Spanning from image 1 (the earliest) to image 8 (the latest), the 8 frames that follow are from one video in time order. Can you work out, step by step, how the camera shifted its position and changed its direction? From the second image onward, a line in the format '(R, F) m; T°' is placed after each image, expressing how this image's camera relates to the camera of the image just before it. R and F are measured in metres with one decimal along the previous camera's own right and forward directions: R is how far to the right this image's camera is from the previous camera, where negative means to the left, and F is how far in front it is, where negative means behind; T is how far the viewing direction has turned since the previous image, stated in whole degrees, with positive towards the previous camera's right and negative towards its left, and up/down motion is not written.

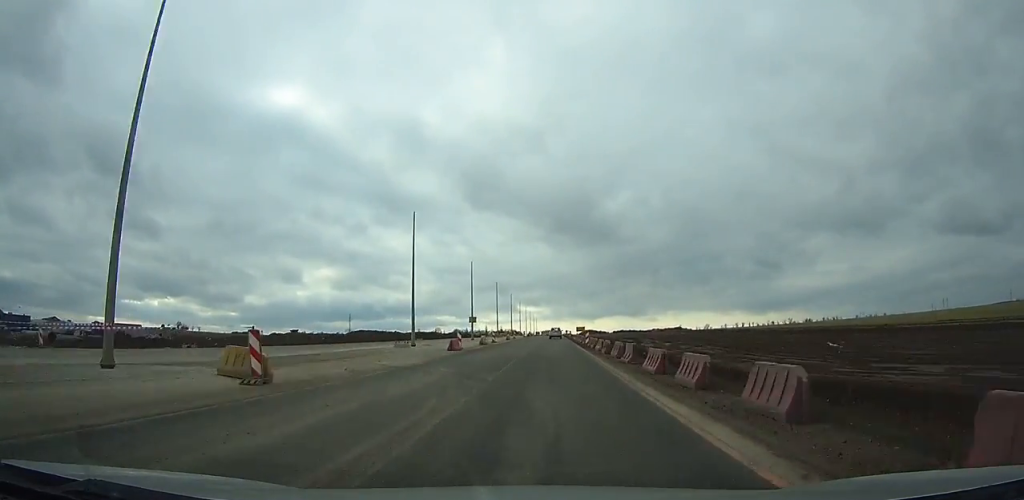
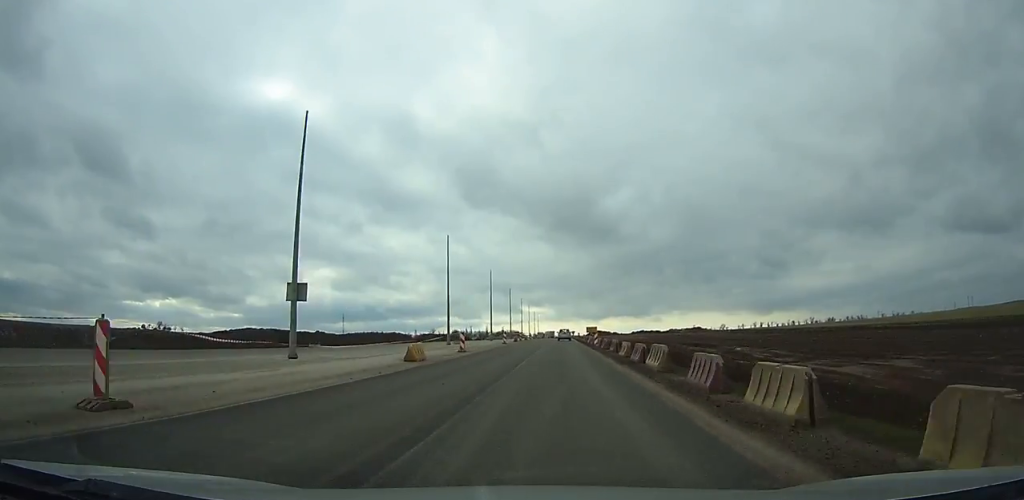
(-0.1, +52.9) m; 0°
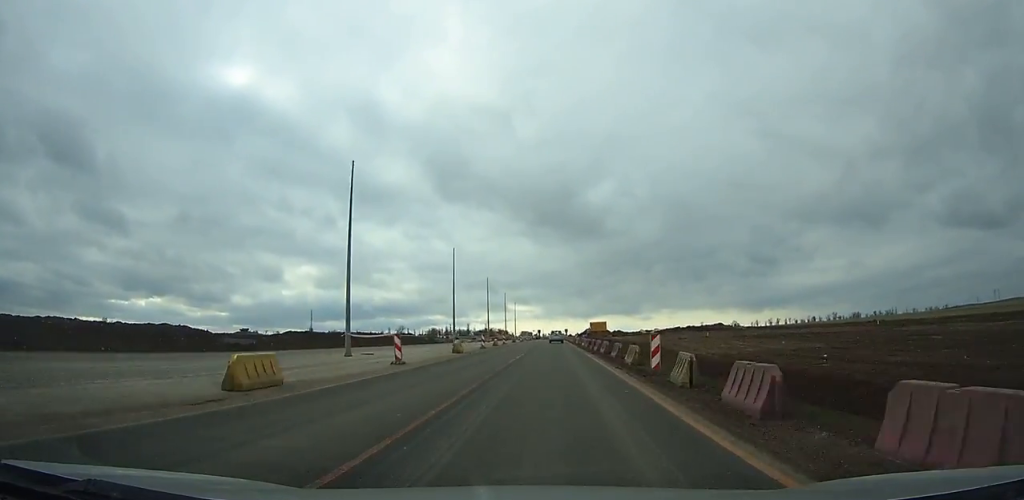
(+0.6, +88.8) m; +1°
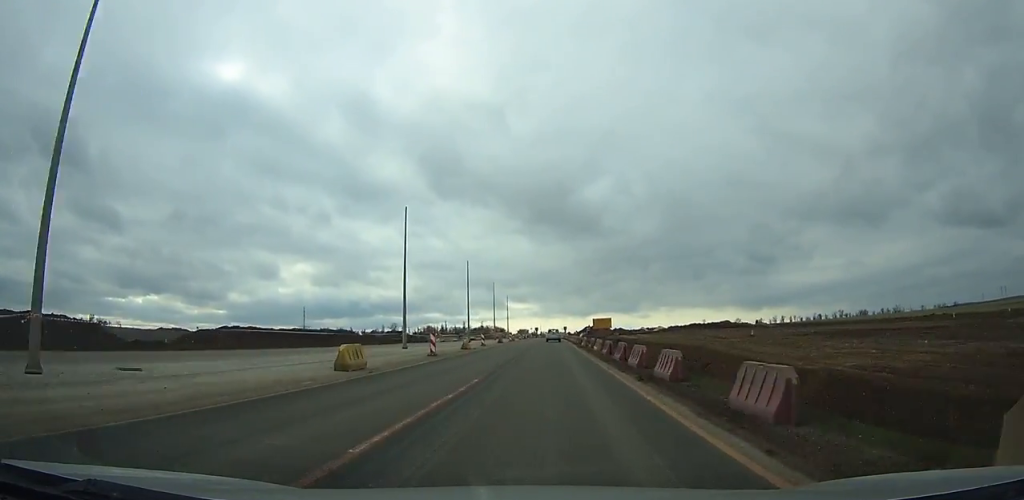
(0.0, +19.4) m; 0°
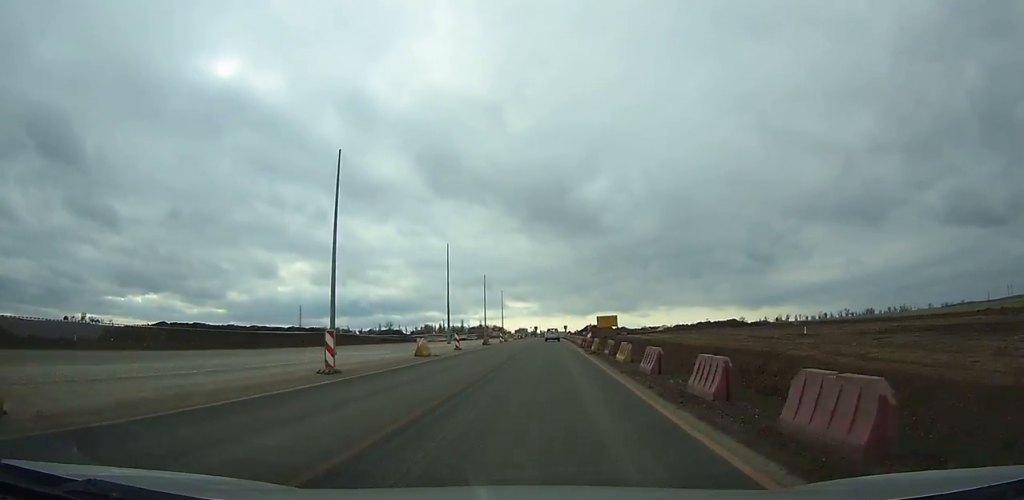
(0.0, +13.6) m; 0°
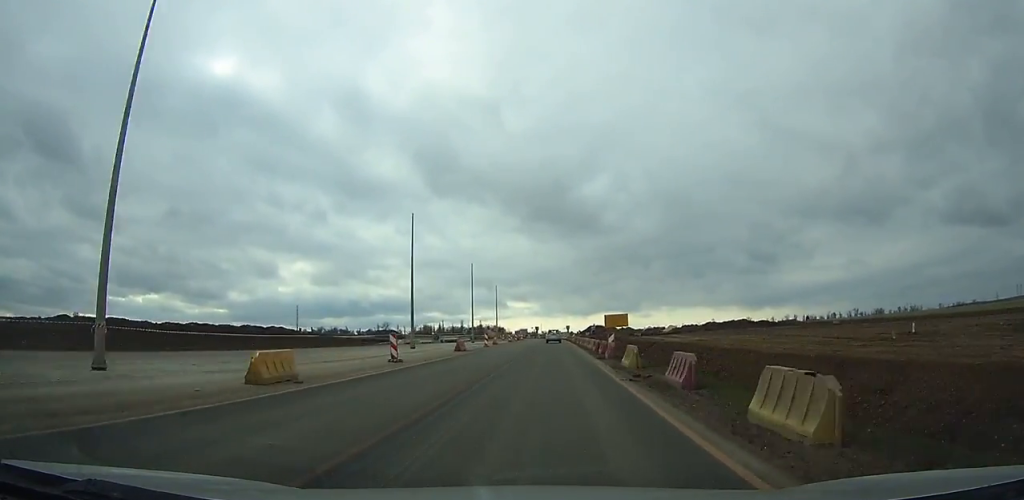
(0.0, +15.8) m; 0°
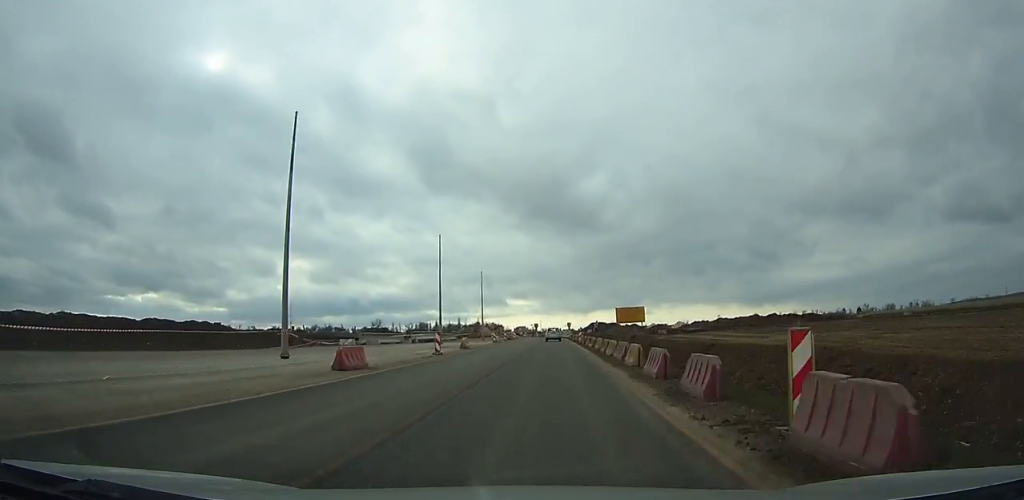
(0.0, +21.2) m; 0°
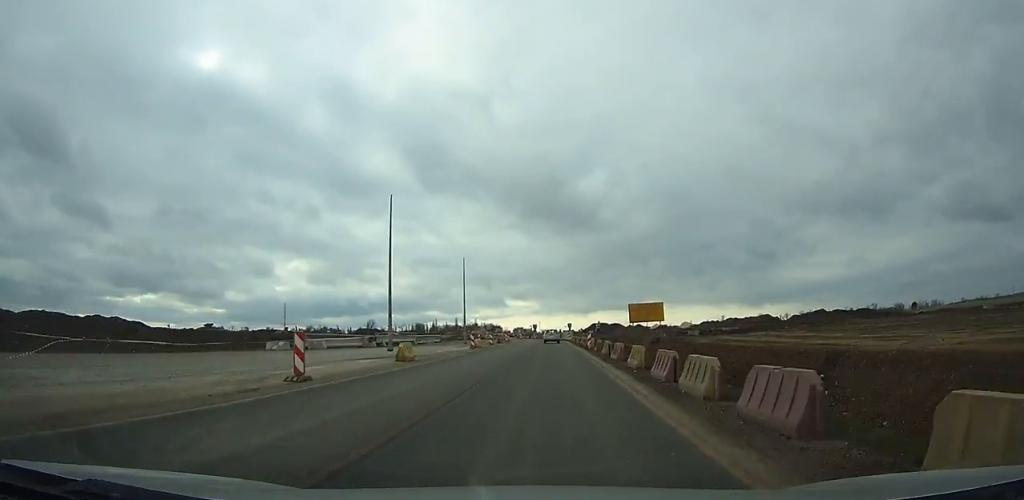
(0.0, +16.6) m; 0°
